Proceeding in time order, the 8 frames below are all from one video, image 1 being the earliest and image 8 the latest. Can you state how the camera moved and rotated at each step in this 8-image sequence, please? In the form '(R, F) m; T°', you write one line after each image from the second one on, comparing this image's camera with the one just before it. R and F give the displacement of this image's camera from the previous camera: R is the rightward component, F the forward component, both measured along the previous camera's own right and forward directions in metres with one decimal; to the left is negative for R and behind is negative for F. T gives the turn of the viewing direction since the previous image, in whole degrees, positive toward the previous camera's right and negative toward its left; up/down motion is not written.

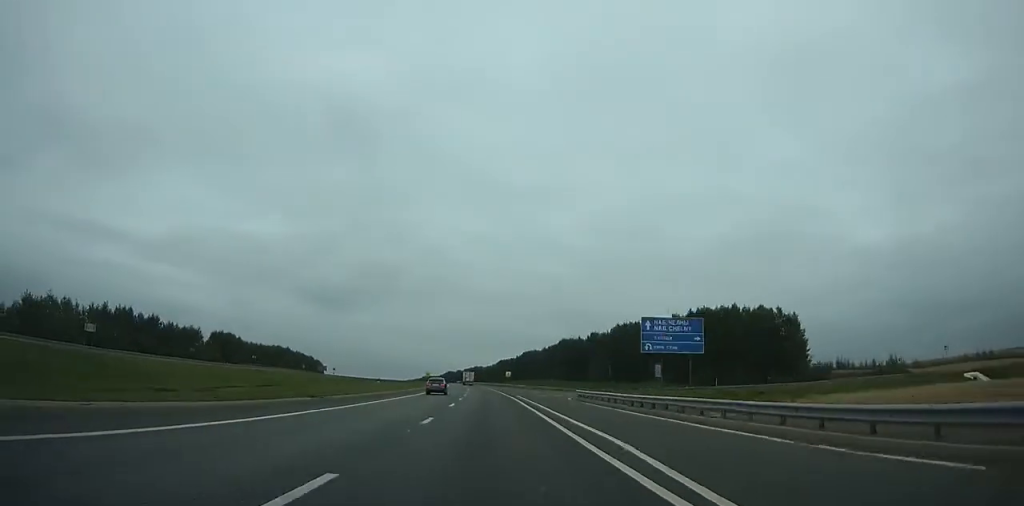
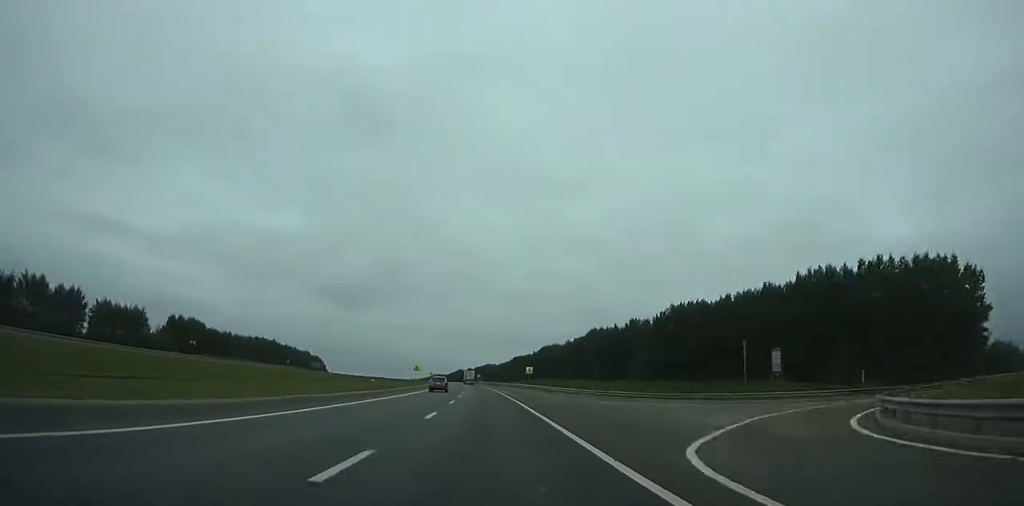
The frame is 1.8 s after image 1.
(-0.4, +45.4) m; -1°
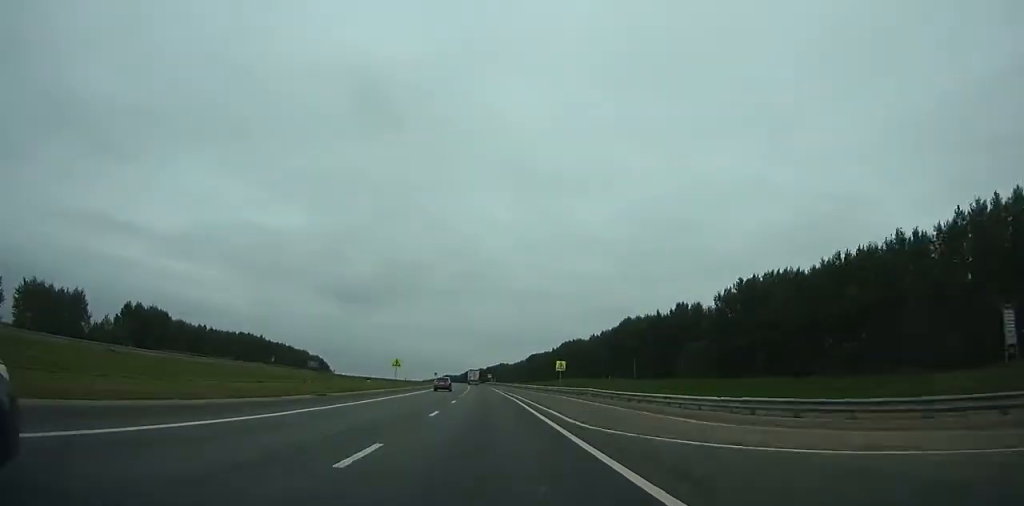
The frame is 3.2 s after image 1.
(-0.5, +34.6) m; -1°
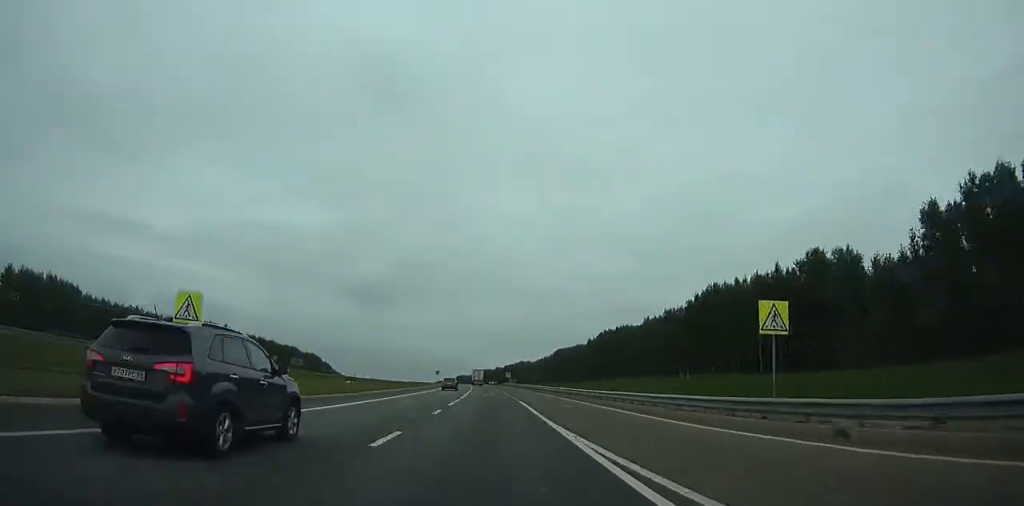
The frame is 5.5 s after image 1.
(-0.9, +56.0) m; -2°
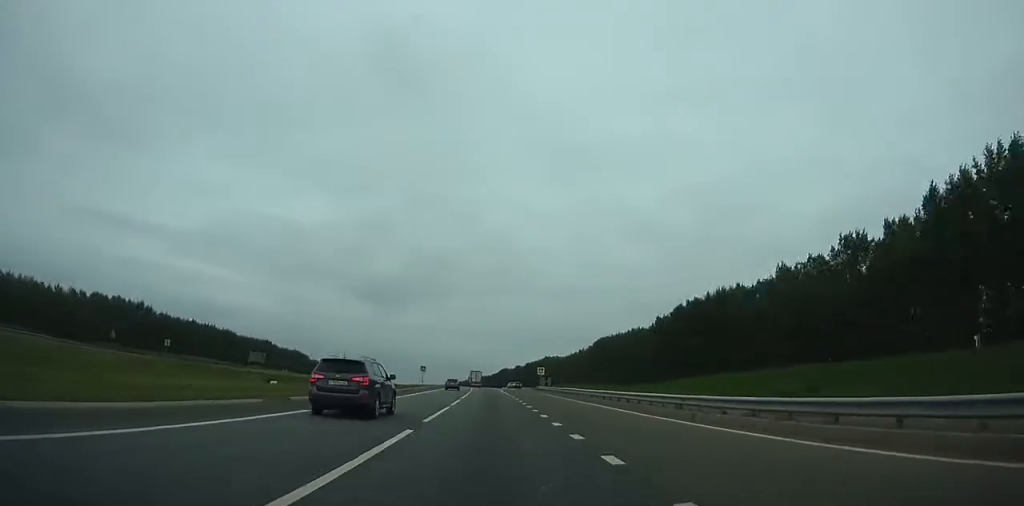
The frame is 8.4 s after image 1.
(-1.4, +69.0) m; -2°
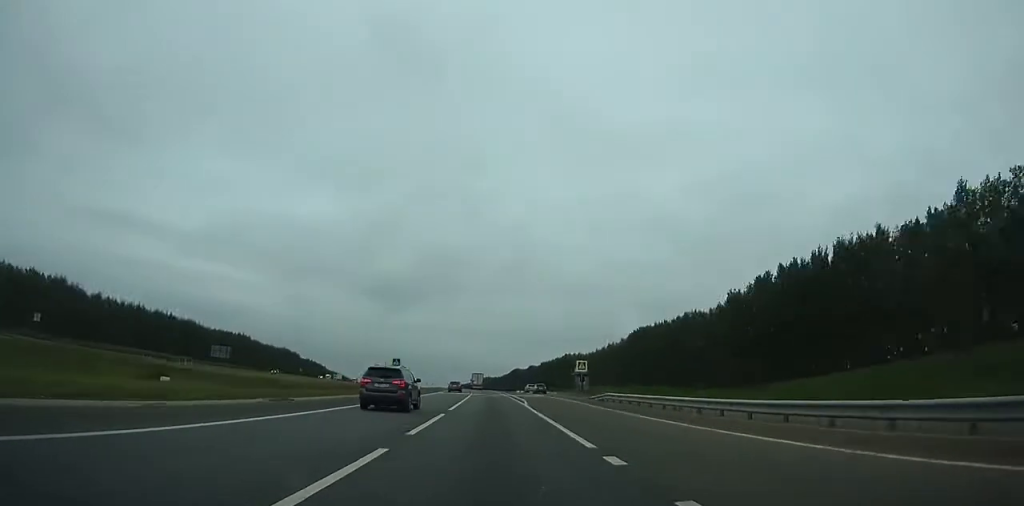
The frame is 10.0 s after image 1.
(-0.5, +37.4) m; -1°
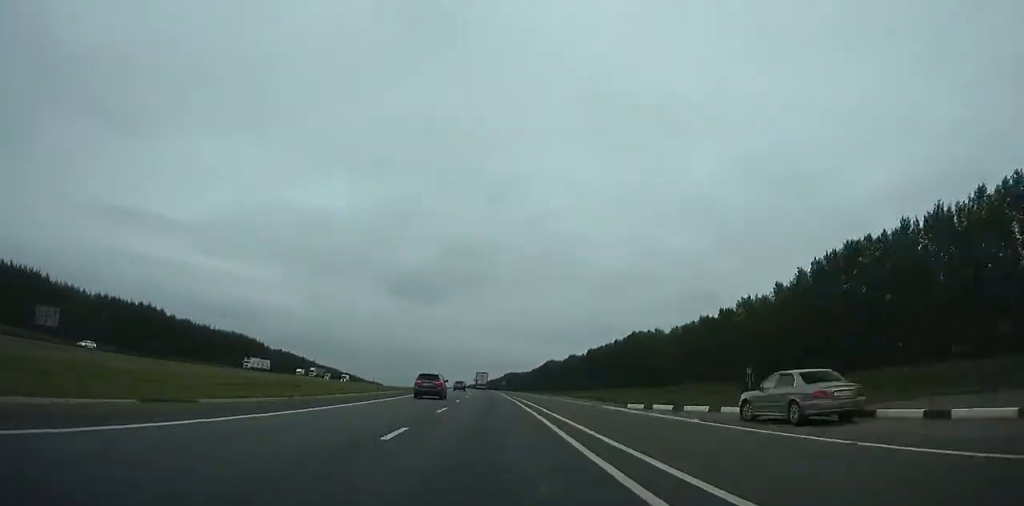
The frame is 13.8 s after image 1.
(-0.8, +88.2) m; -2°
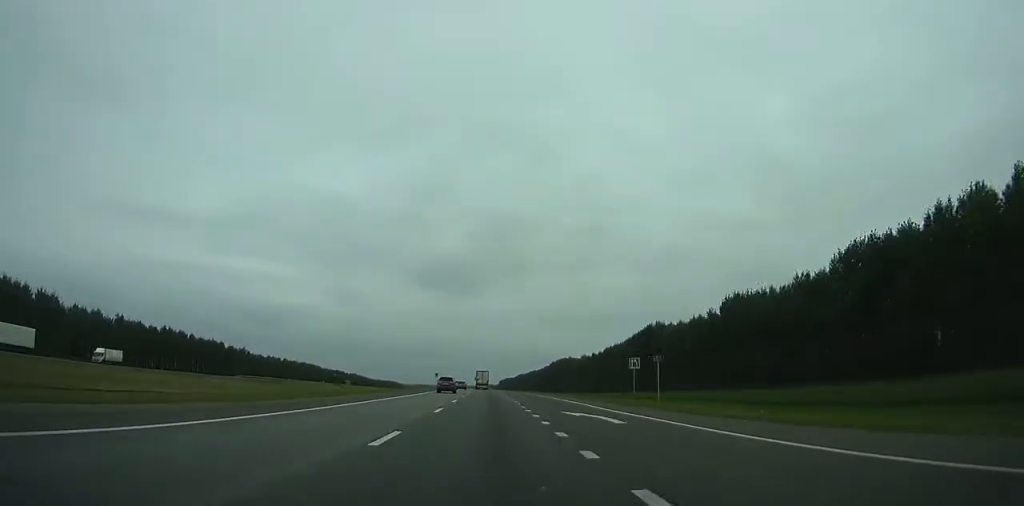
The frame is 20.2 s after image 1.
(-6.2, +155.8) m; -4°
